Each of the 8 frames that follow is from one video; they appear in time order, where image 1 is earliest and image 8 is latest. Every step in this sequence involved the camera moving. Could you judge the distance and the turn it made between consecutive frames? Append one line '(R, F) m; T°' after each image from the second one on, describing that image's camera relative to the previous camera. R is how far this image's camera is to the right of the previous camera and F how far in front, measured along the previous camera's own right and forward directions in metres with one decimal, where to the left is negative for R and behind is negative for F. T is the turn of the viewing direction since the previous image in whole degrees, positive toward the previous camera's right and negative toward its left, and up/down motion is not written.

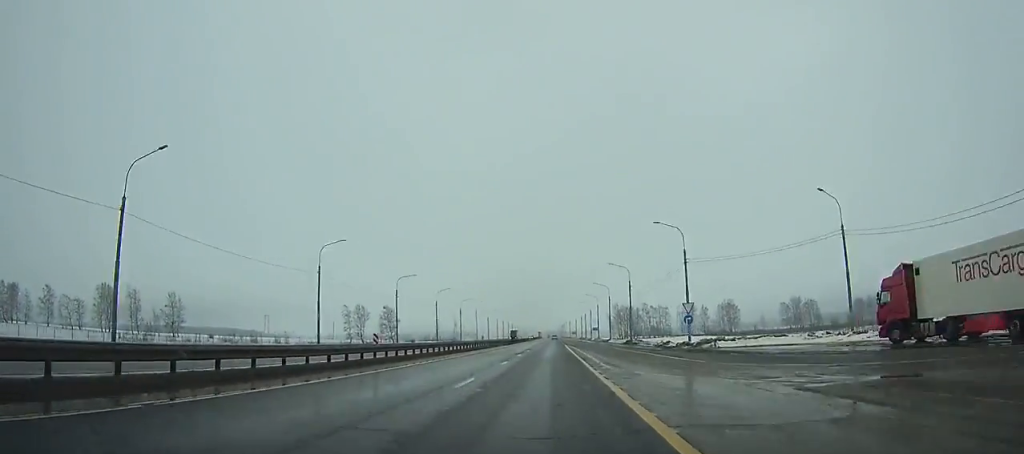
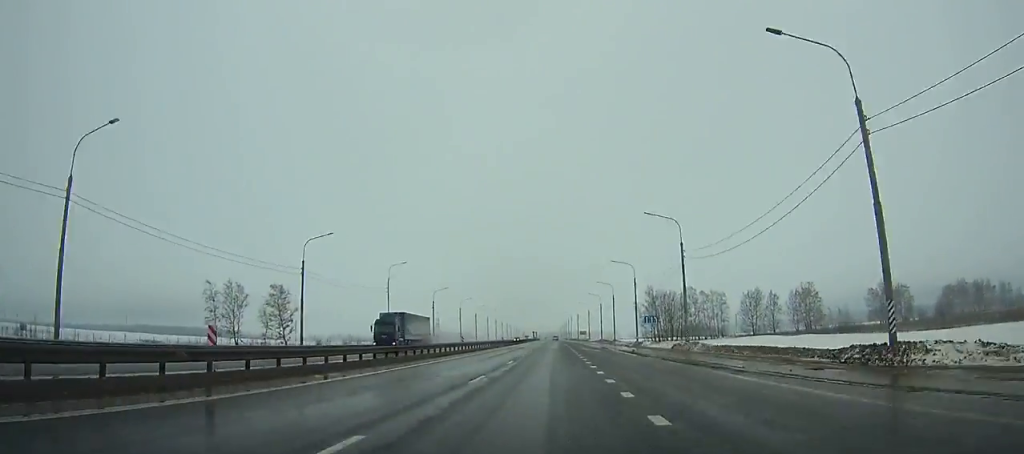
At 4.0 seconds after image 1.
(0.0, +93.8) m; 0°
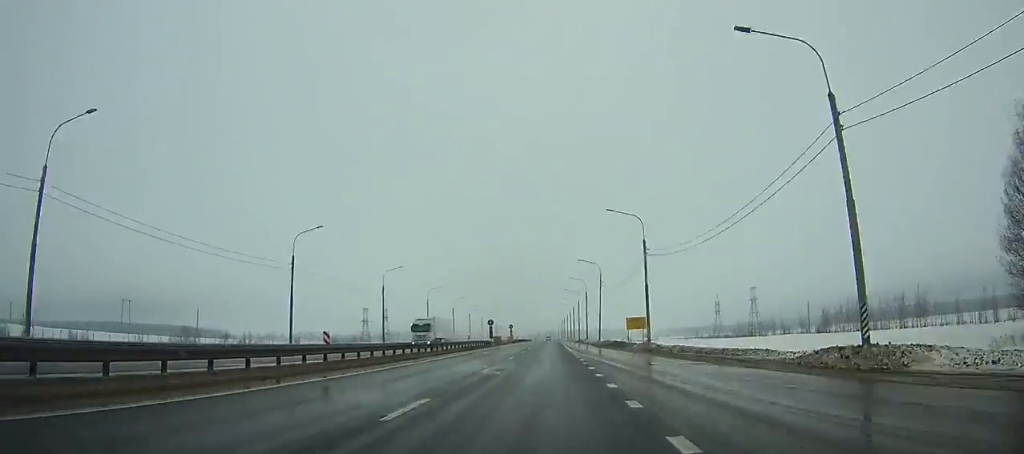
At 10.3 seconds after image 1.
(-0.7, +149.0) m; -1°
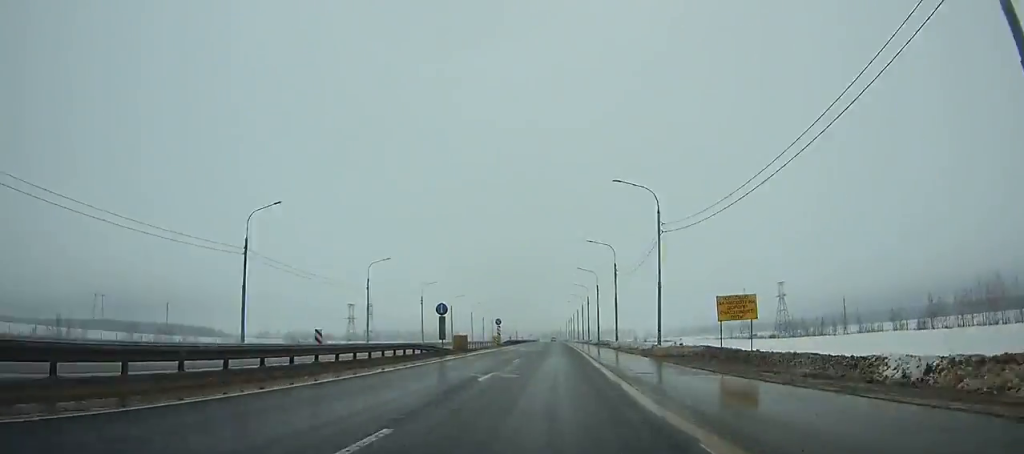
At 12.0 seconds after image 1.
(-0.1, +40.0) m; 0°
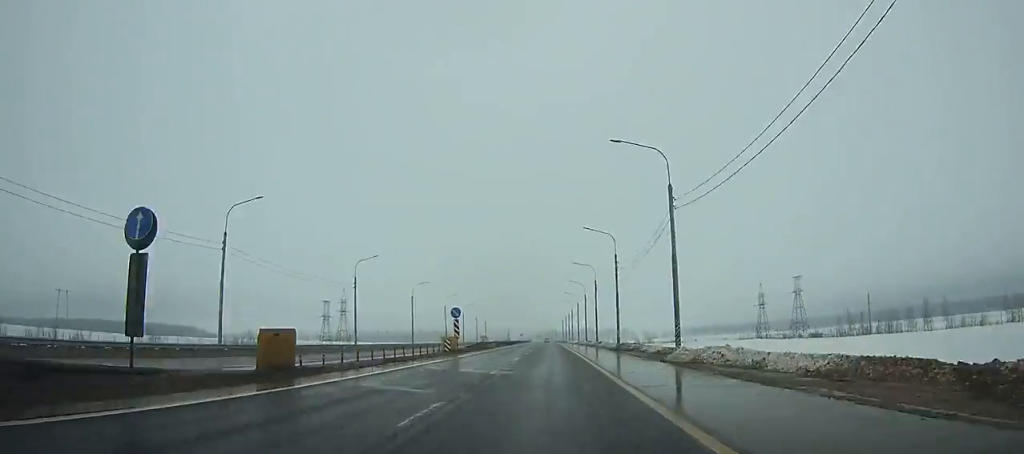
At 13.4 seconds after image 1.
(-0.1, +32.9) m; 0°
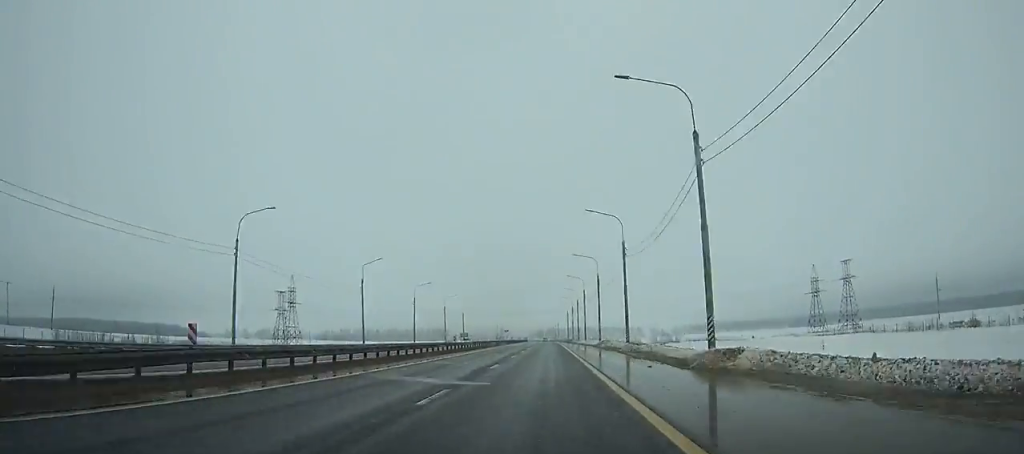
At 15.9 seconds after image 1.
(+0.1, +58.9) m; 0°
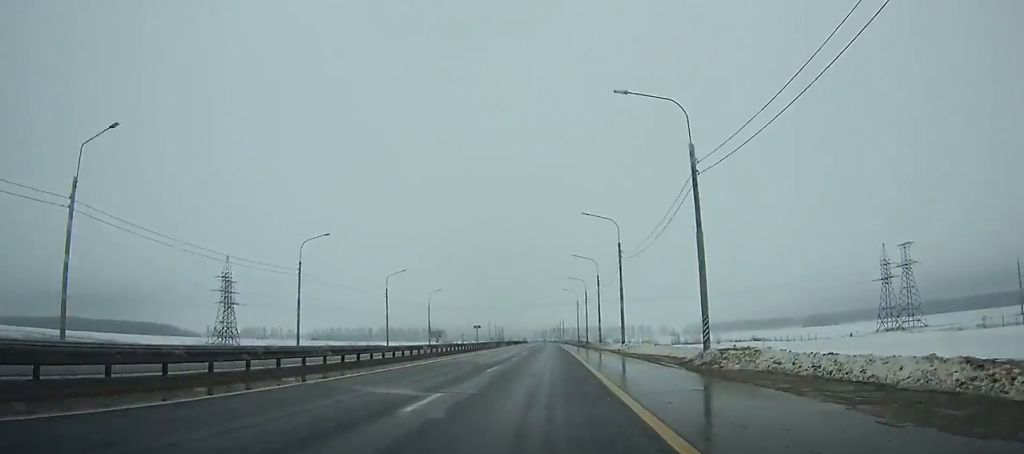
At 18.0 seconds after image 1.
(-0.1, +49.9) m; 0°
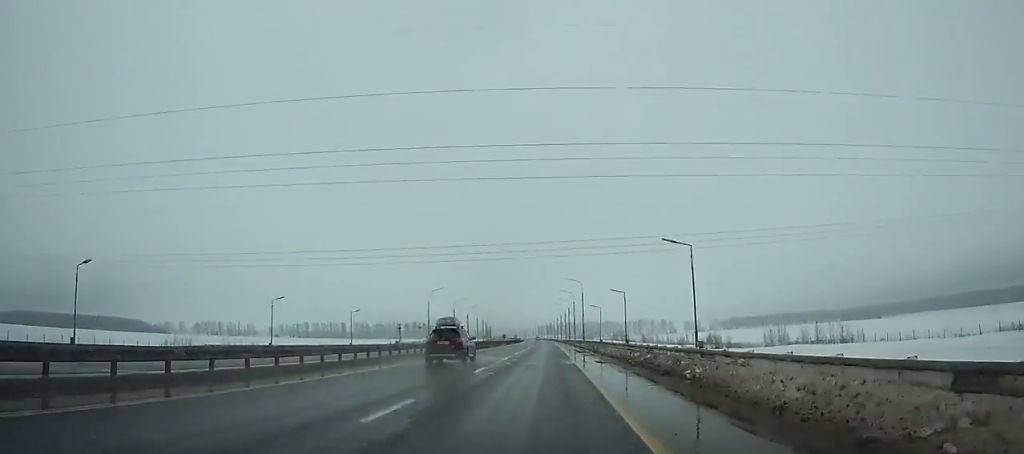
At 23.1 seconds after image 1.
(-0.5, +123.4) m; -1°
